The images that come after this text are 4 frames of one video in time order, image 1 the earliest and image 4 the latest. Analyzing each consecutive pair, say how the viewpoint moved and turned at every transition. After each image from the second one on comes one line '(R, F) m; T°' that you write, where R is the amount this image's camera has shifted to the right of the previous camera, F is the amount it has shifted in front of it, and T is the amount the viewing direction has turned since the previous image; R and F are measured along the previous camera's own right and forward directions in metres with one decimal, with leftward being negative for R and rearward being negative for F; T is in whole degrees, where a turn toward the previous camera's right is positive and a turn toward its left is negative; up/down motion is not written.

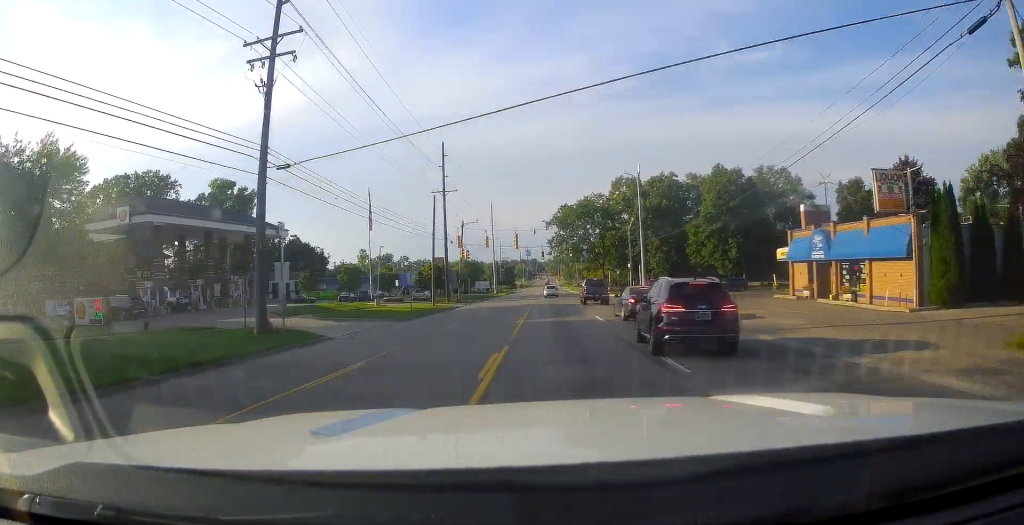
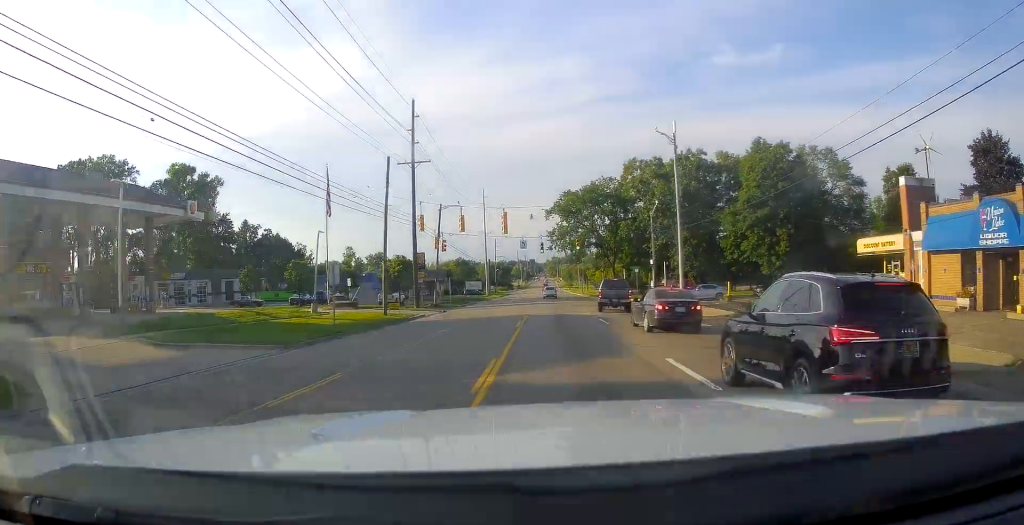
(+0.3, +16.0) m; +2°
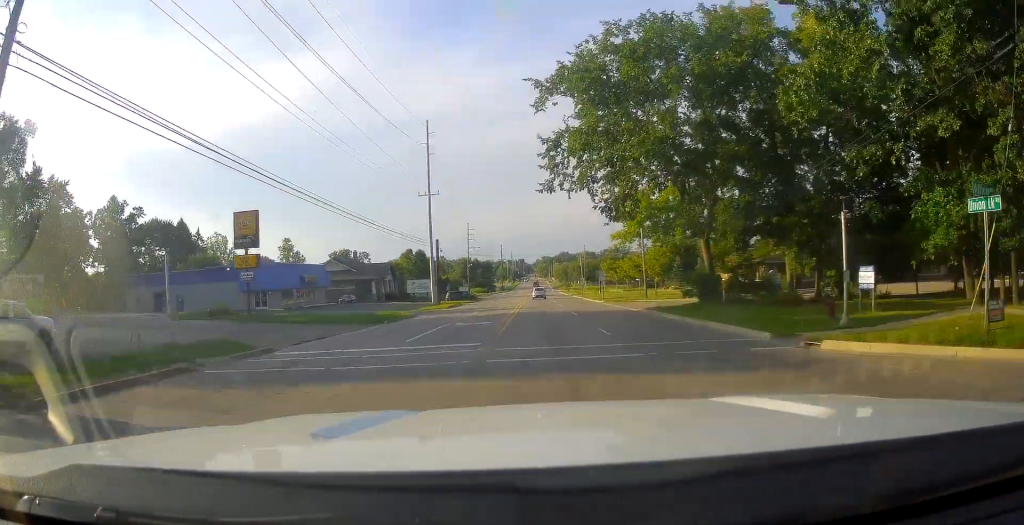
(-0.1, +51.5) m; +1°
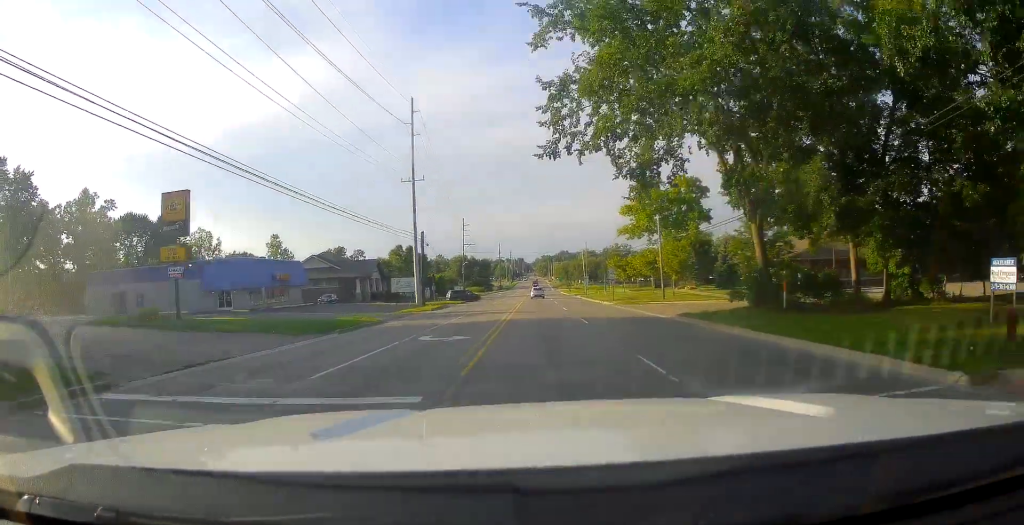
(+0.1, +8.5) m; 0°
